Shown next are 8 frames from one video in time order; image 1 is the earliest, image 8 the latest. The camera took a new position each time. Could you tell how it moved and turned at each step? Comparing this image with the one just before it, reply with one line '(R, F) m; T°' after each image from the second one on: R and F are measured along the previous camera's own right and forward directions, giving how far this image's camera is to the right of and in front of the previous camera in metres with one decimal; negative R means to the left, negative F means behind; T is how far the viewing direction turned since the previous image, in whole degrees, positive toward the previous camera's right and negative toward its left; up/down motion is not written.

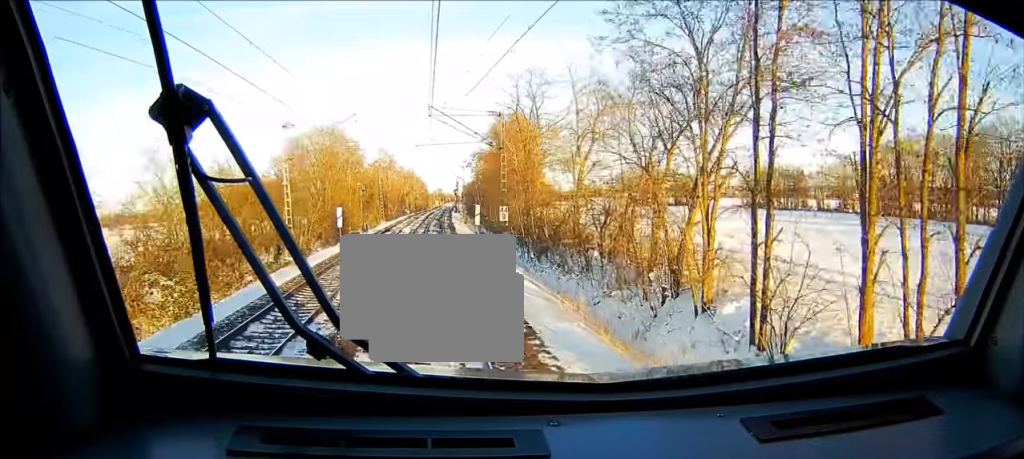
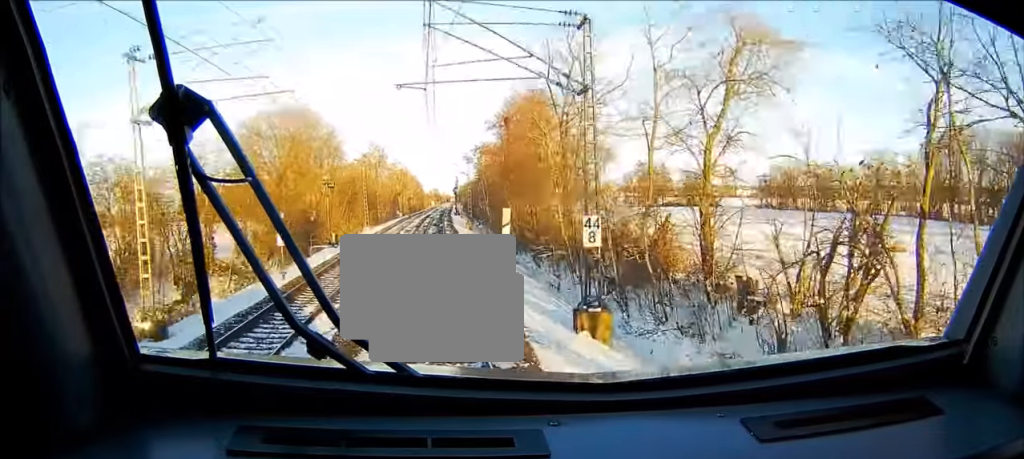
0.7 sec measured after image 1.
(+0.1, +21.0) m; +1°
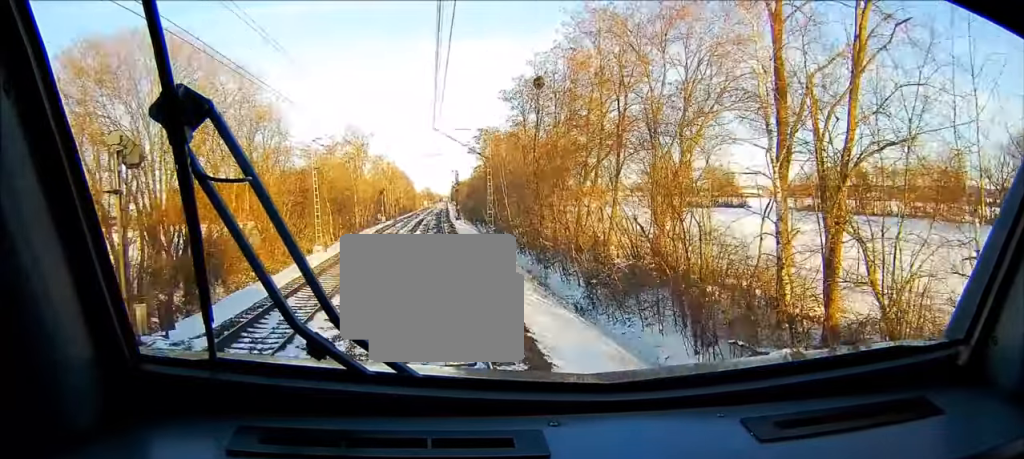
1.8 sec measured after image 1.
(+0.3, +32.8) m; +1°
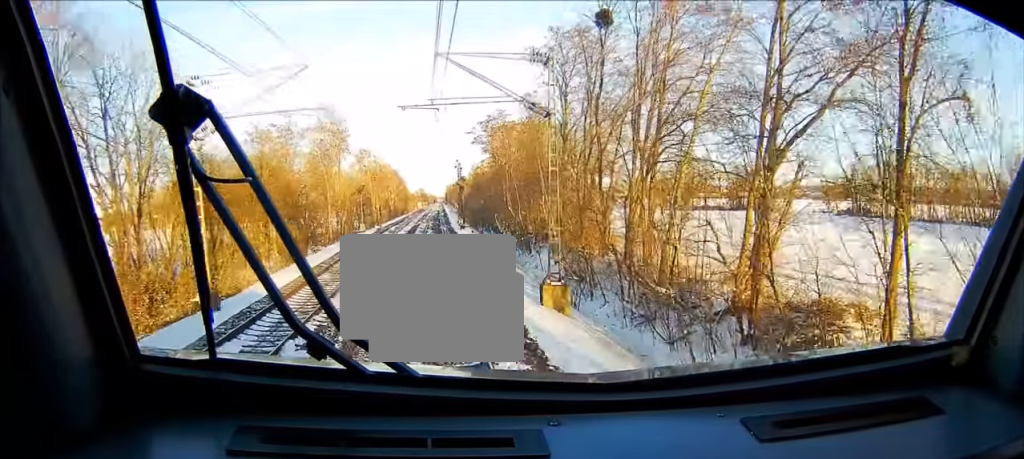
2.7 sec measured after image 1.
(+0.1, +25.7) m; 0°
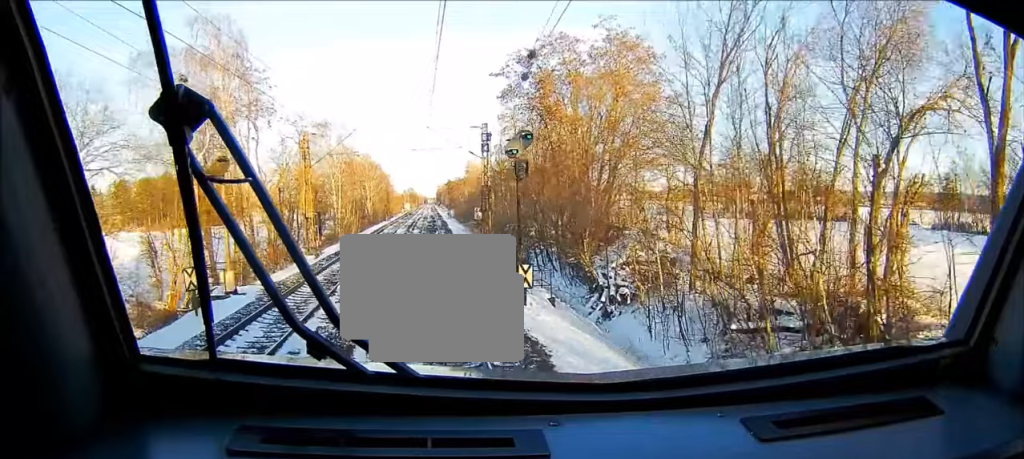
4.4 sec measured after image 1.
(+0.3, +50.0) m; +1°
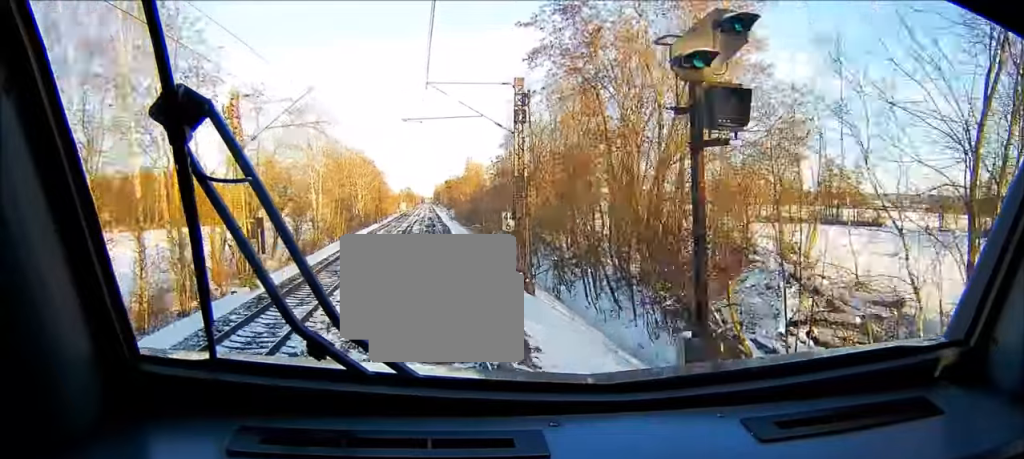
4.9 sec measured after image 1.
(+0.1, +16.6) m; 0°
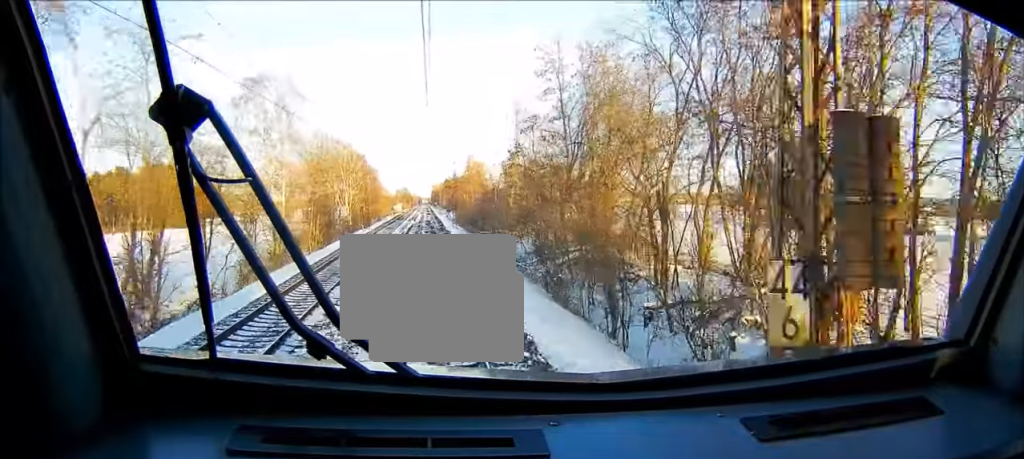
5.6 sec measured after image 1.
(+0.1, +20.3) m; 0°
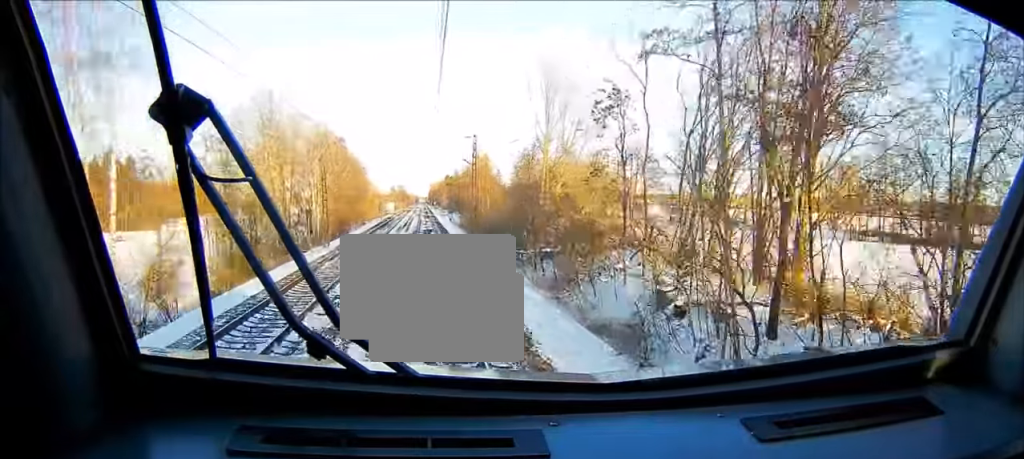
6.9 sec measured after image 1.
(0.0, +35.7) m; 0°
